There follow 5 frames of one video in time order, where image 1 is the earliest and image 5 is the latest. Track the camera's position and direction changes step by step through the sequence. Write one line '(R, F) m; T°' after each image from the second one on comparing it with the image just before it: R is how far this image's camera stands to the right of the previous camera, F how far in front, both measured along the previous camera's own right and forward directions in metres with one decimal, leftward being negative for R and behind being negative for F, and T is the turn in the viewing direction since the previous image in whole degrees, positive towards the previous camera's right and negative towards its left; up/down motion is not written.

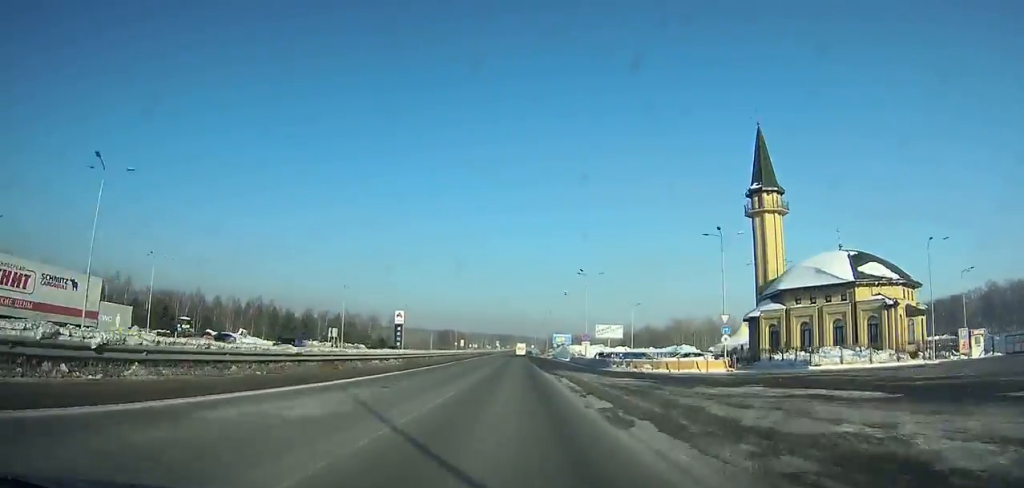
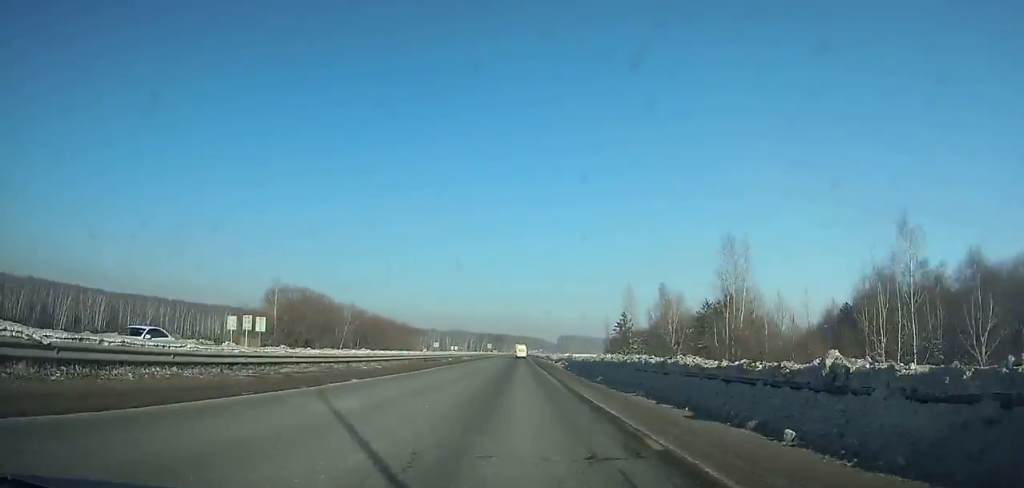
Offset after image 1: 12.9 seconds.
(+0.3, +262.6) m; 0°
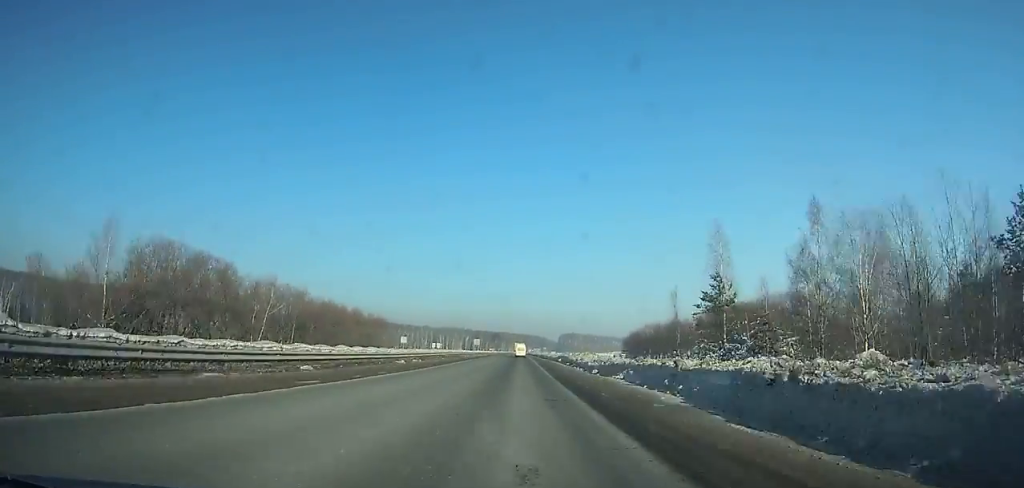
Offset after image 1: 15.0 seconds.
(0.0, +45.9) m; 0°
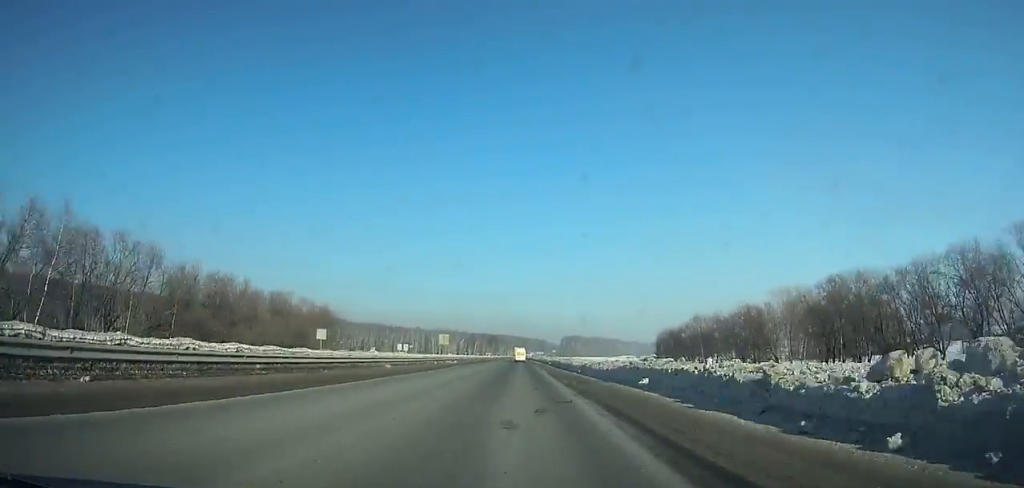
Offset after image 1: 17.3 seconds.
(0.0, +50.9) m; 0°
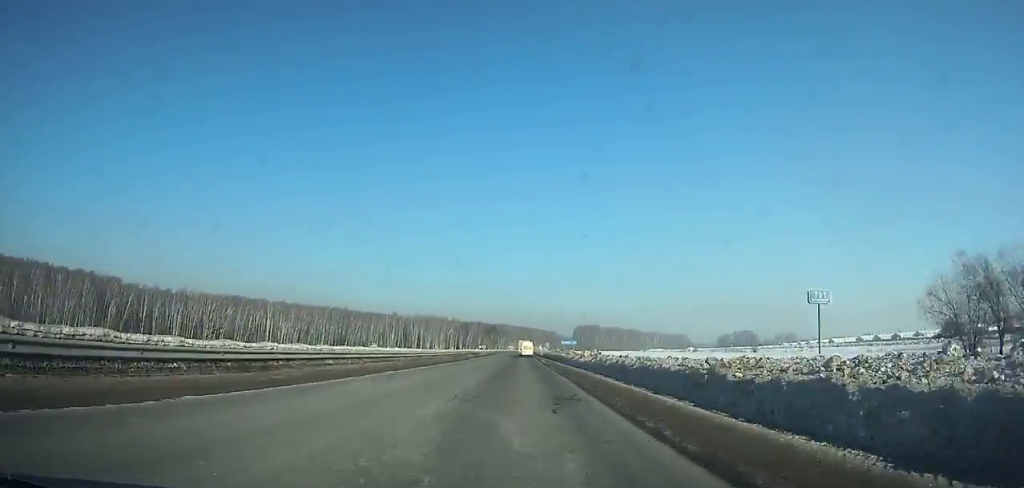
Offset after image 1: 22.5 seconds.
(+0.2, +117.1) m; 0°
